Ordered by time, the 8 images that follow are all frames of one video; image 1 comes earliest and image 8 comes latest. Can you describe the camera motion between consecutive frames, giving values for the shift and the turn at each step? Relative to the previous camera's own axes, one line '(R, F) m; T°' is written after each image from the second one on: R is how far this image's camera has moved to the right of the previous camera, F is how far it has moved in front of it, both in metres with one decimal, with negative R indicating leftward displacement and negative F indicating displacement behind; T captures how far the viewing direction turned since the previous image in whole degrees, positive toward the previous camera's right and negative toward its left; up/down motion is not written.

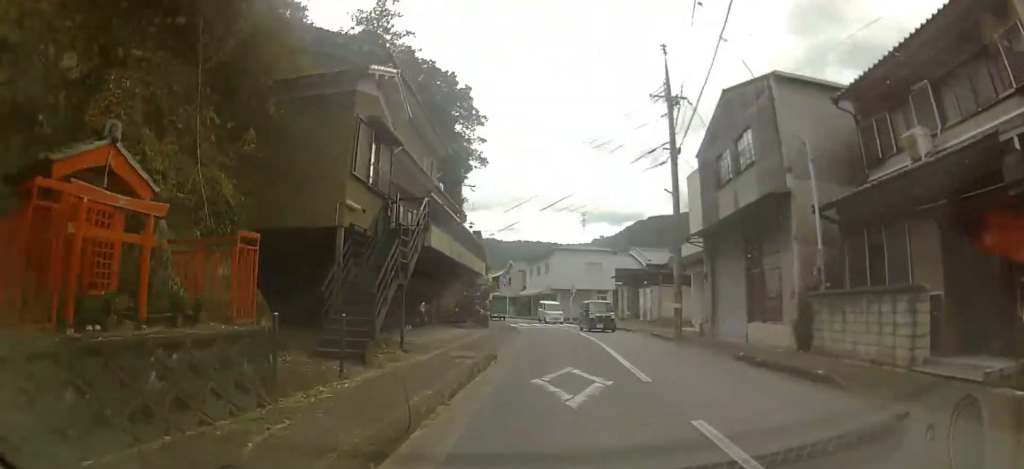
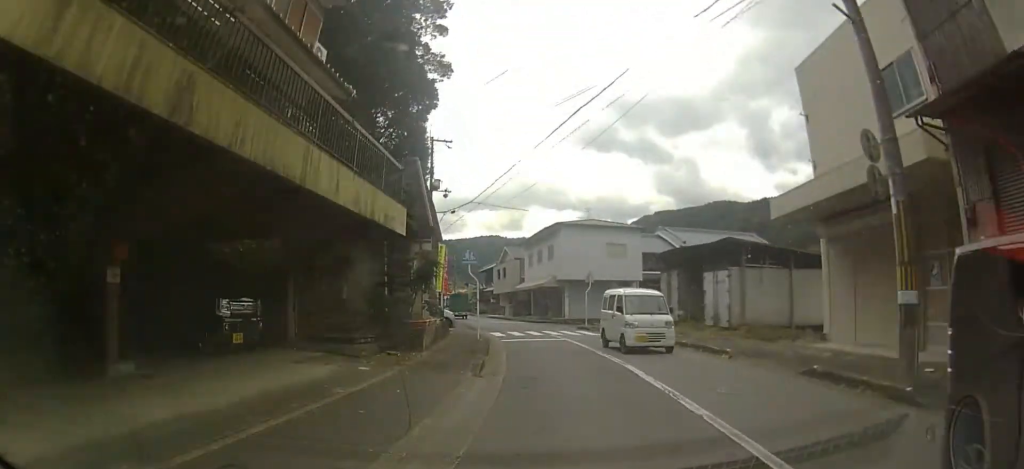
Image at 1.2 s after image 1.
(+0.6, +14.8) m; +3°
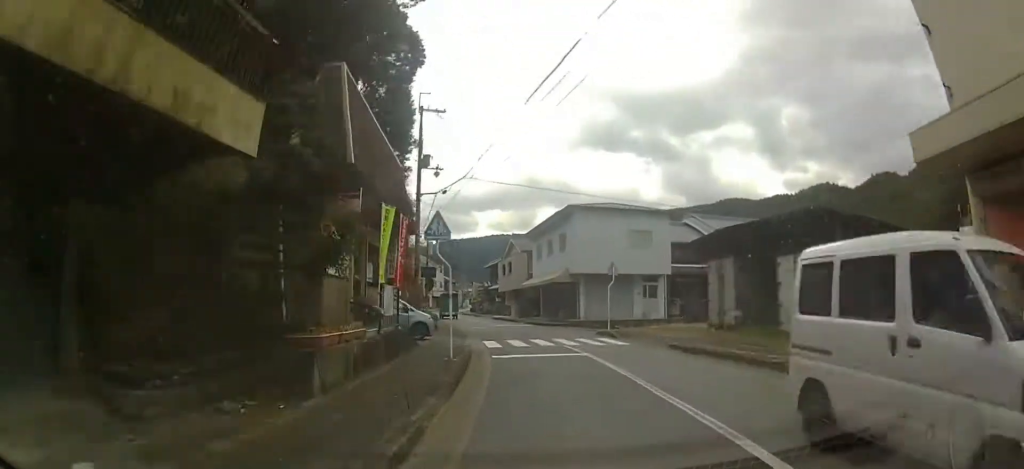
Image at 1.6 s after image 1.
(+0.1, +6.3) m; 0°
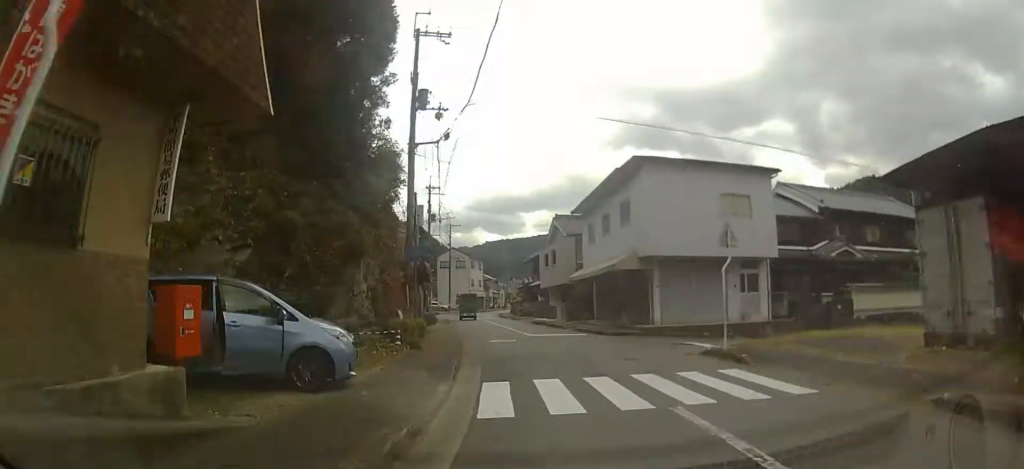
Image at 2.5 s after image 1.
(-0.1, +11.3) m; -3°
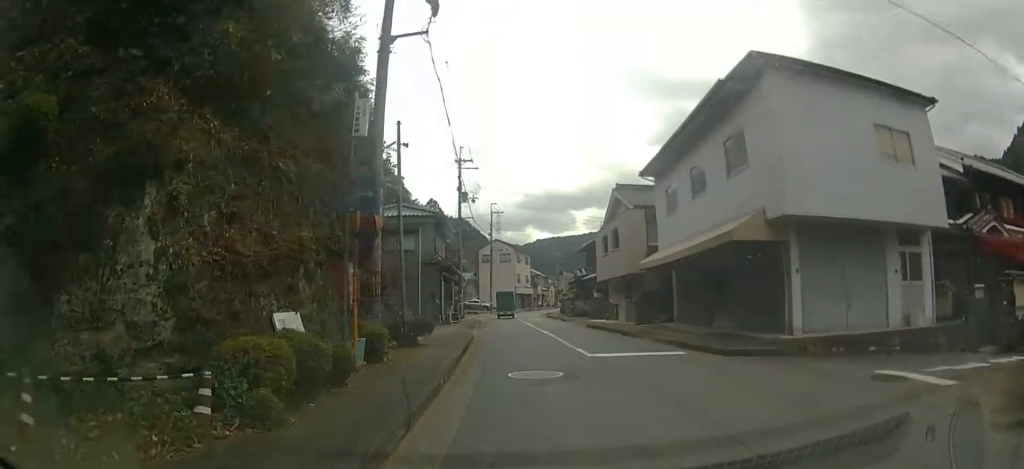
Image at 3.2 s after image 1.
(-0.2, +9.8) m; -4°
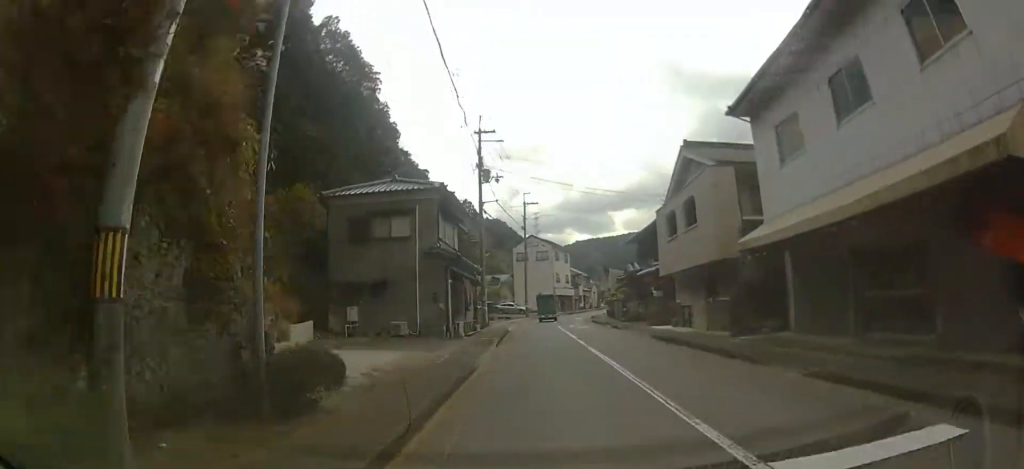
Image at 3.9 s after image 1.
(-0.2, +9.0) m; -6°
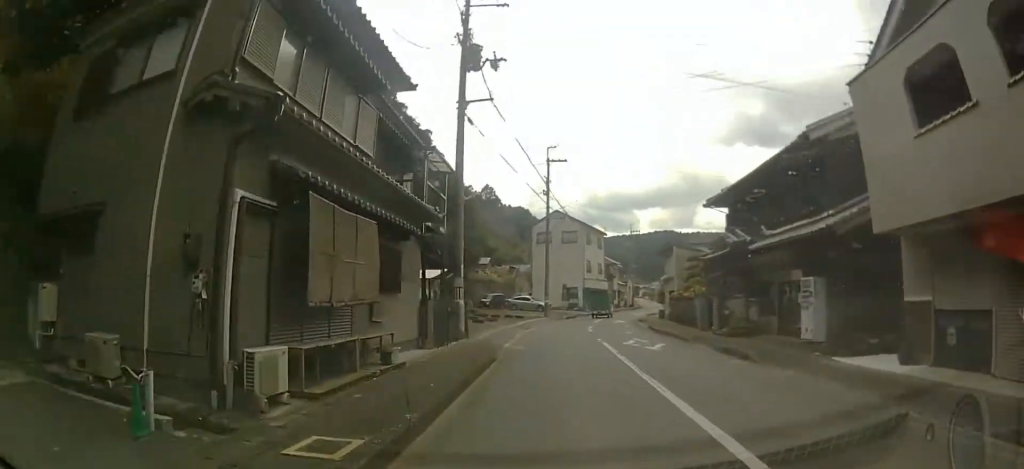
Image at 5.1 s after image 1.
(-1.3, +16.4) m; -4°
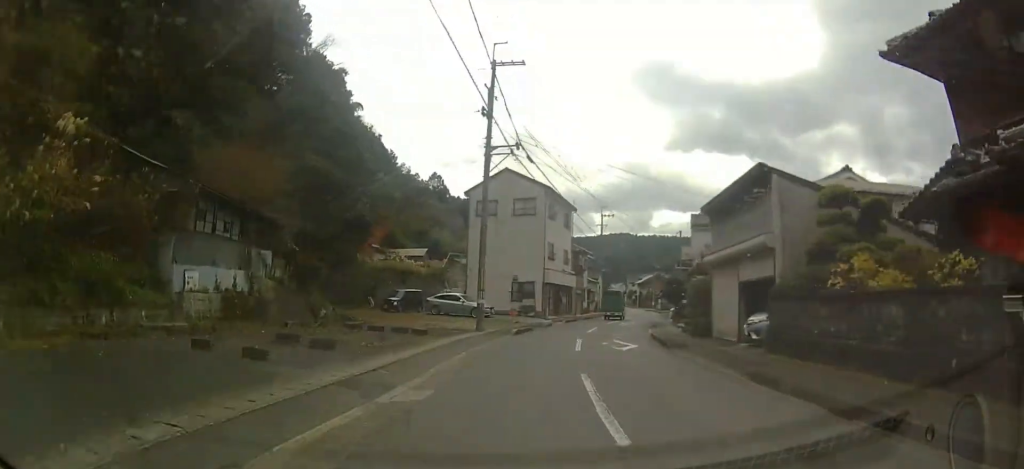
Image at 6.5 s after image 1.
(-0.1, +19.2) m; 0°
